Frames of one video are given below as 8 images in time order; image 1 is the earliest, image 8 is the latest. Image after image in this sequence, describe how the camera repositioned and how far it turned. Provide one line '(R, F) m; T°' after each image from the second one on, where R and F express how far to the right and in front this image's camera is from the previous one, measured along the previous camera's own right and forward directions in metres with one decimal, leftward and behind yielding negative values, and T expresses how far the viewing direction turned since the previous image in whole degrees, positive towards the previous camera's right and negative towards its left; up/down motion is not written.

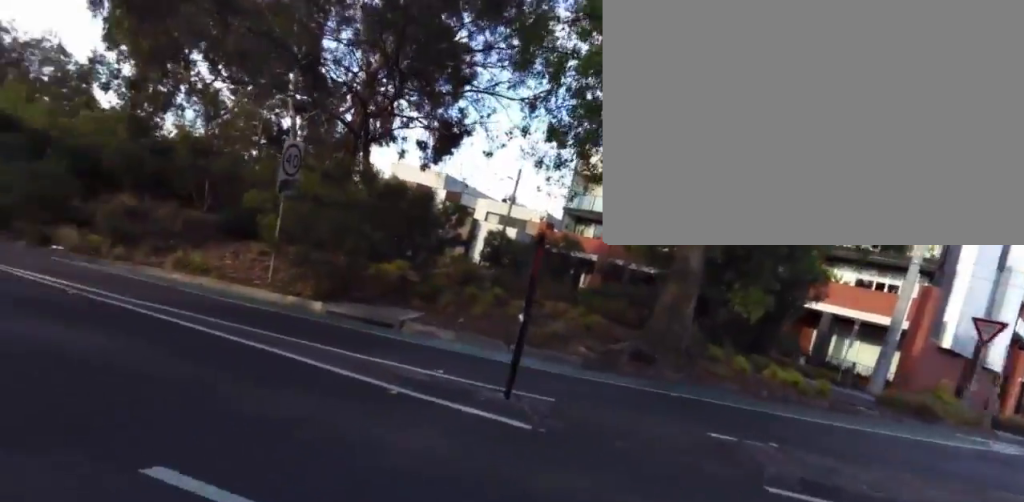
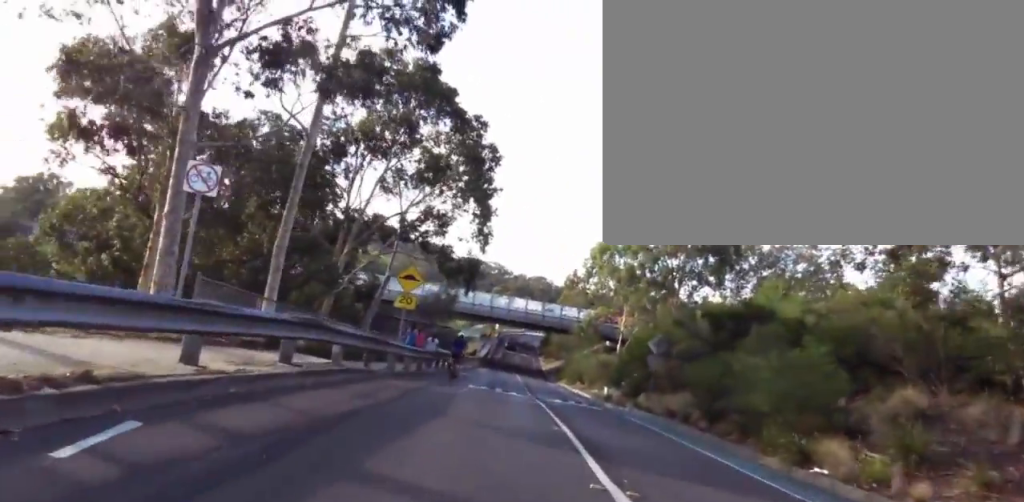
(-1.5, +5.5) m; -40°
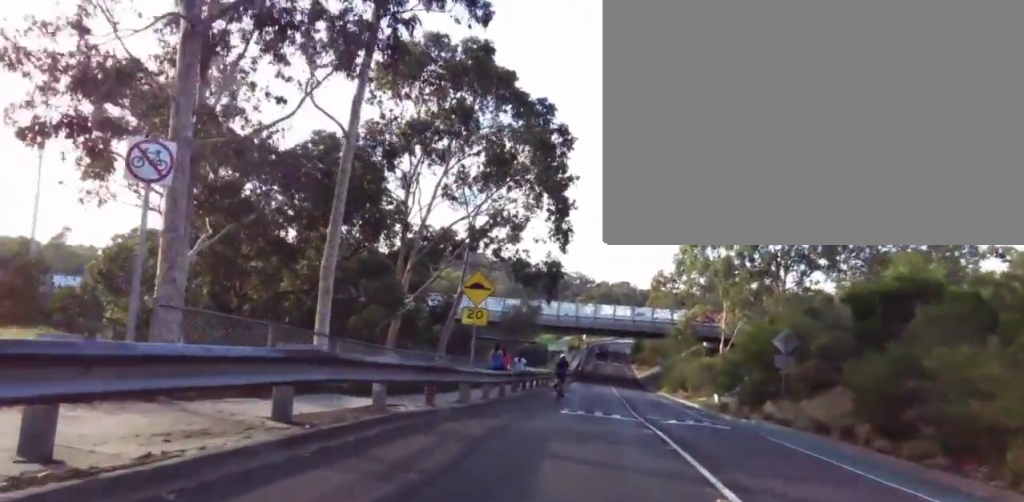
(-0.8, +3.4) m; -13°
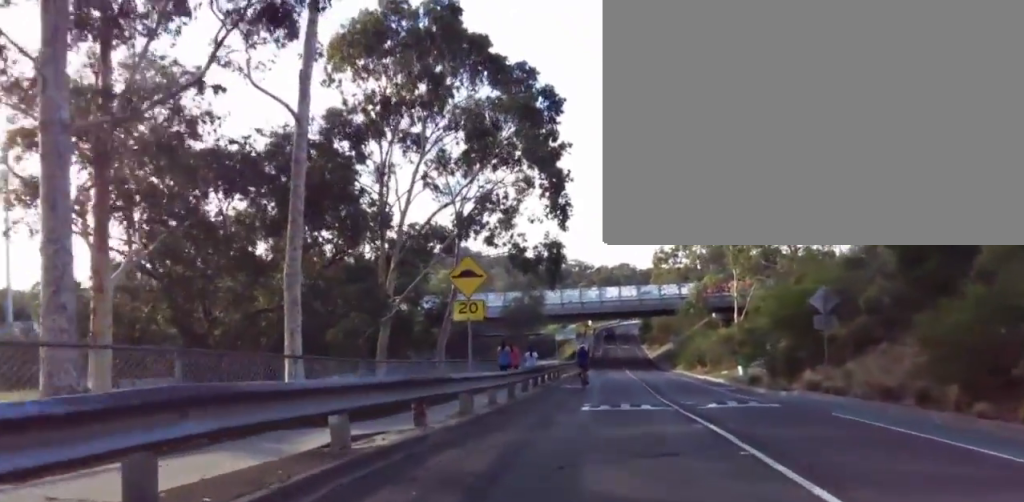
(-0.1, +2.3) m; -6°
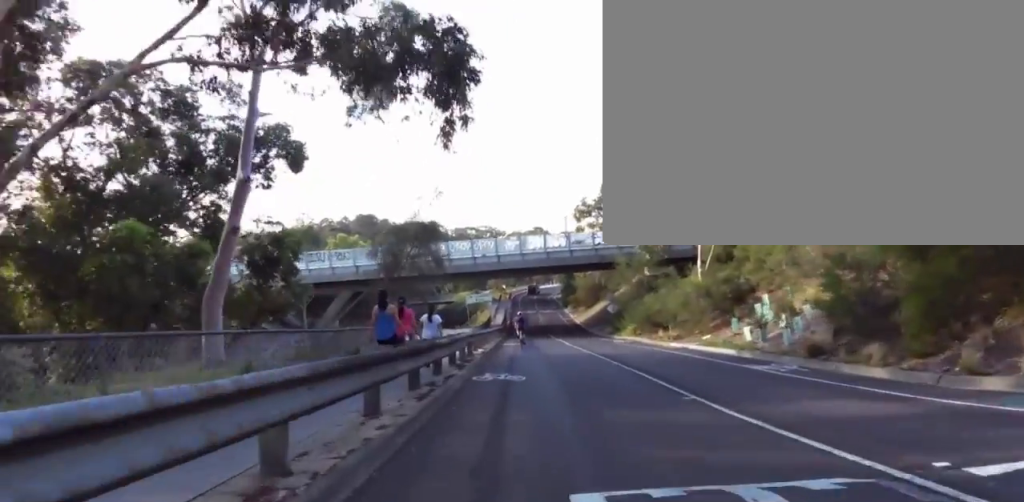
(+0.1, +10.4) m; +15°
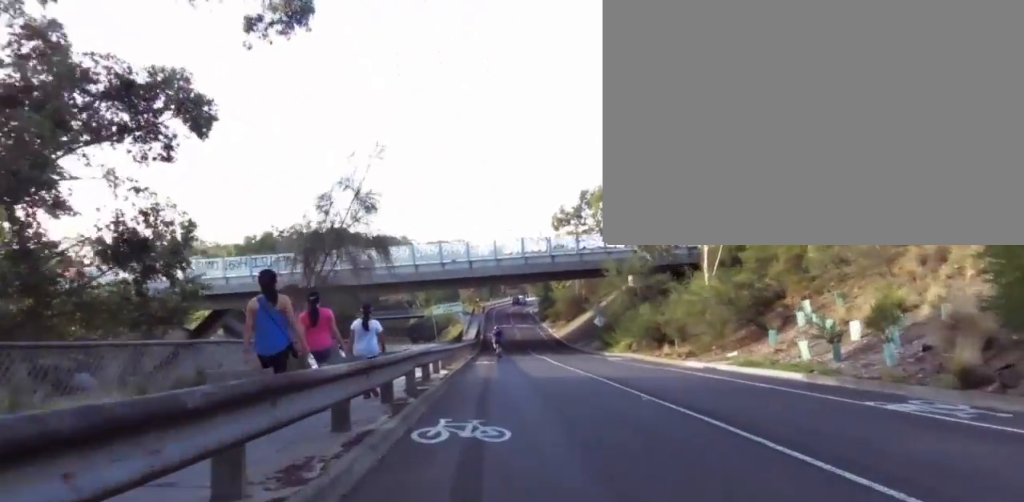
(+0.7, +4.9) m; +2°
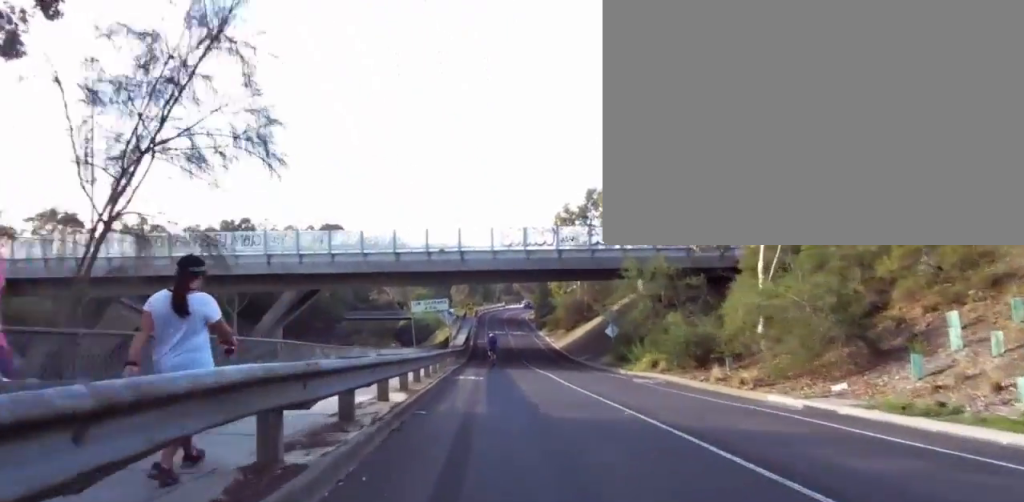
(+0.1, +6.2) m; -4°
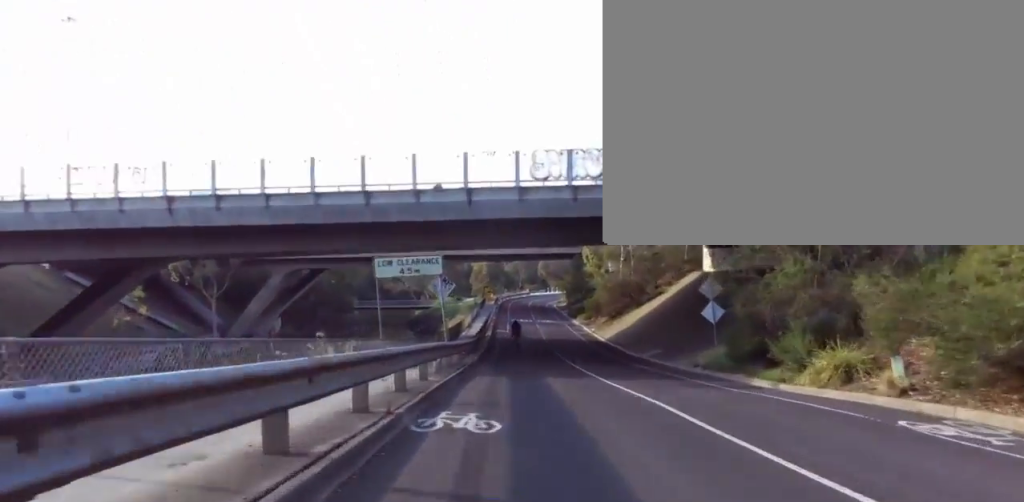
(-1.9, +13.0) m; -6°
